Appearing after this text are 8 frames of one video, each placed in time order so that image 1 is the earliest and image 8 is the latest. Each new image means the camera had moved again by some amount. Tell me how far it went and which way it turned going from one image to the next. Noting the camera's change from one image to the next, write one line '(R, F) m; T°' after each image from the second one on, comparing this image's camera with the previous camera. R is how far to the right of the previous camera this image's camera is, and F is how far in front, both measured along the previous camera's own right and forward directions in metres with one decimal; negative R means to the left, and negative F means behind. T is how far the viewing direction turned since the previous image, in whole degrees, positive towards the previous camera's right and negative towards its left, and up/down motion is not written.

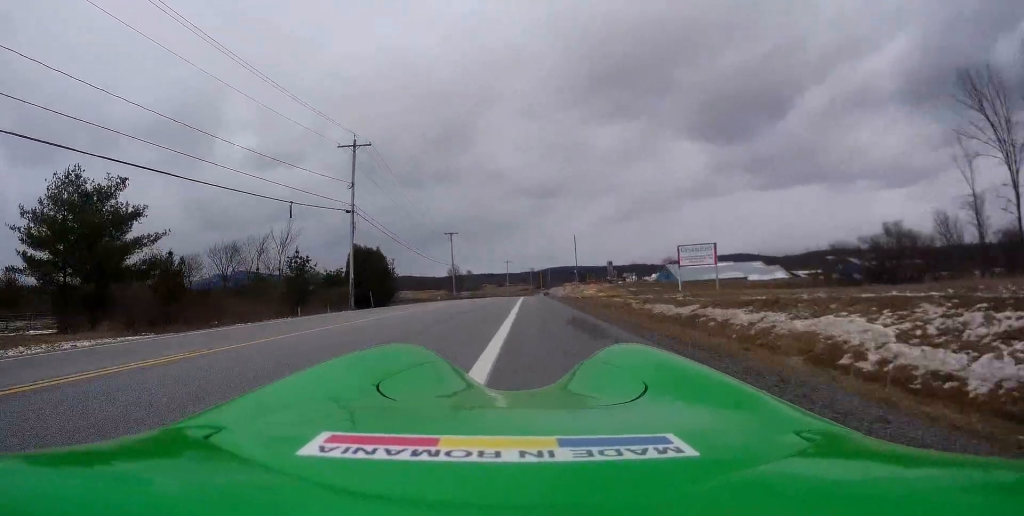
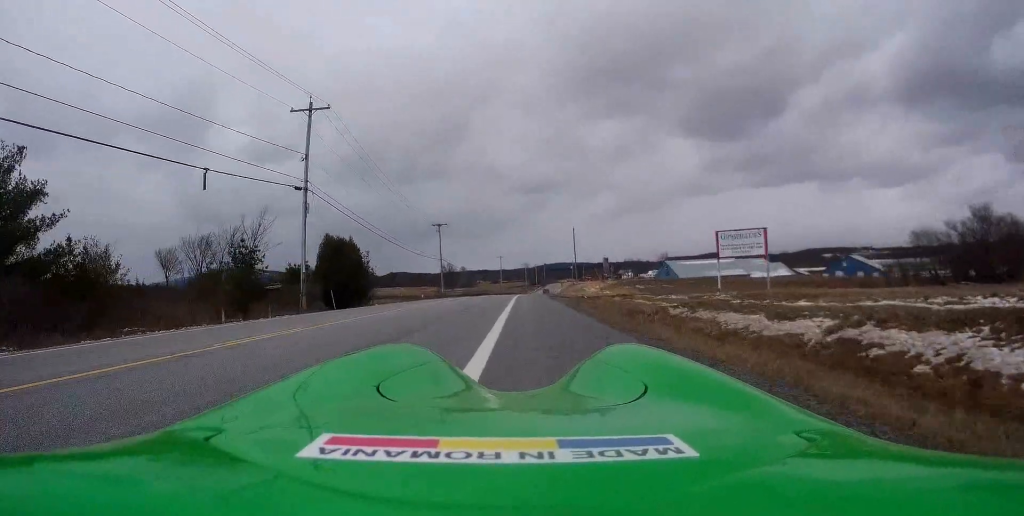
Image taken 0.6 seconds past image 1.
(+0.4, +8.2) m; -1°
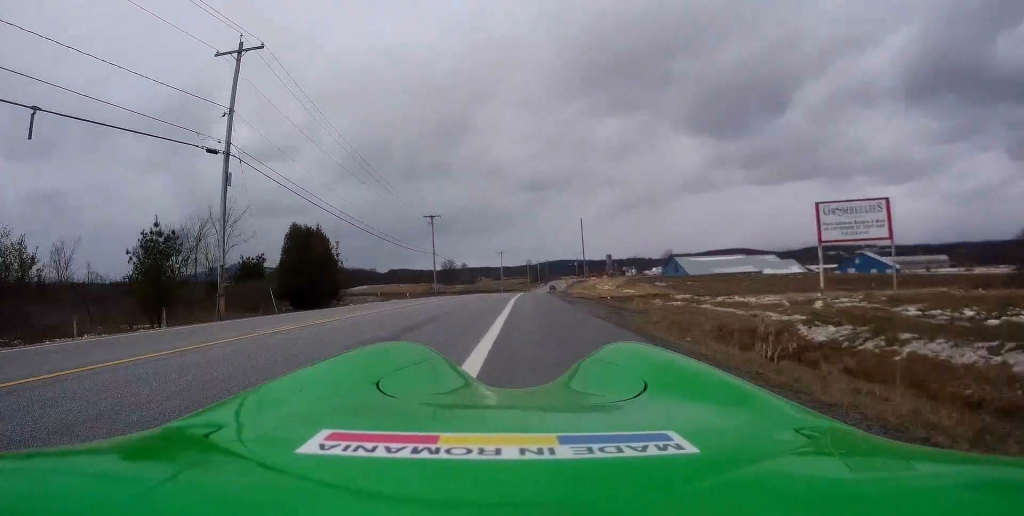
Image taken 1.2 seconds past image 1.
(-0.1, +9.4) m; -1°
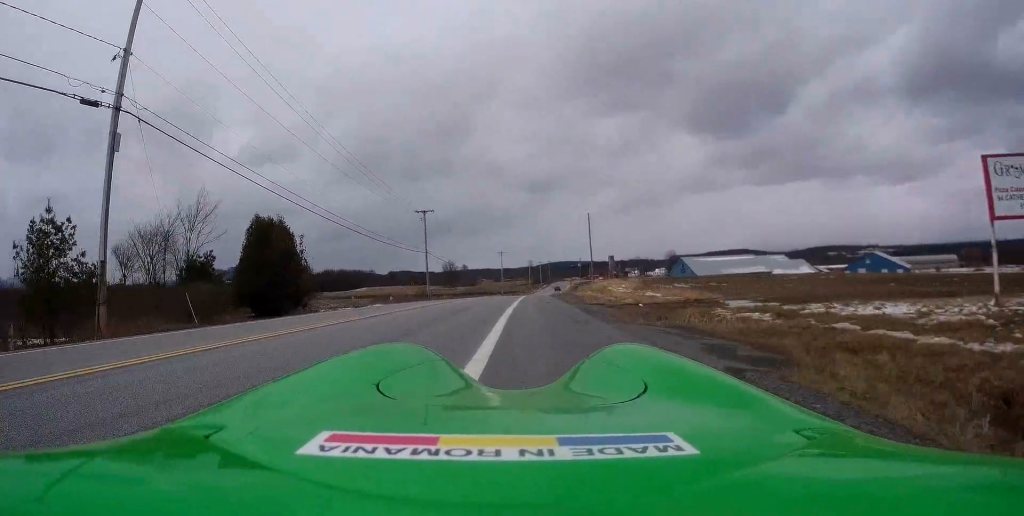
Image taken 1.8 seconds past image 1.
(-0.4, +7.7) m; -2°
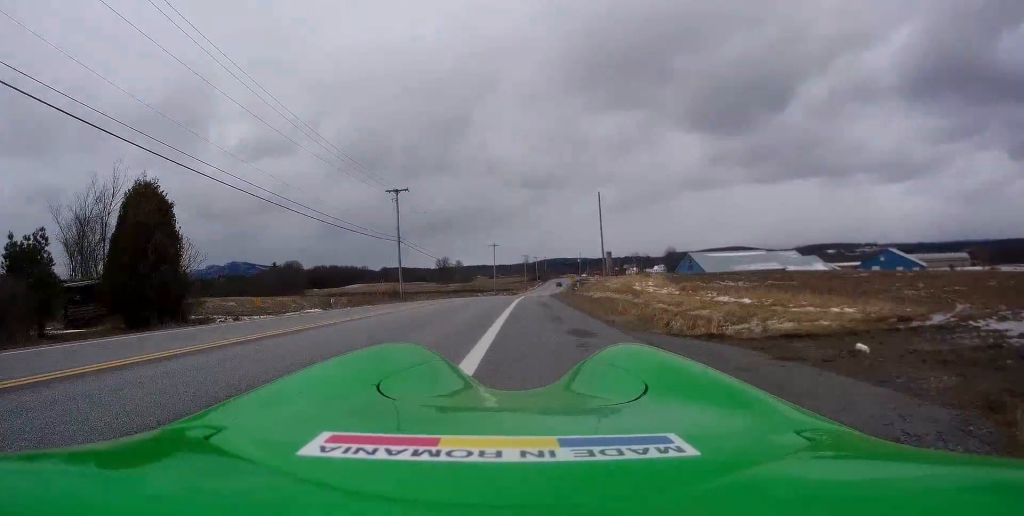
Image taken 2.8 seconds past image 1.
(+0.1, +14.4) m; +2°
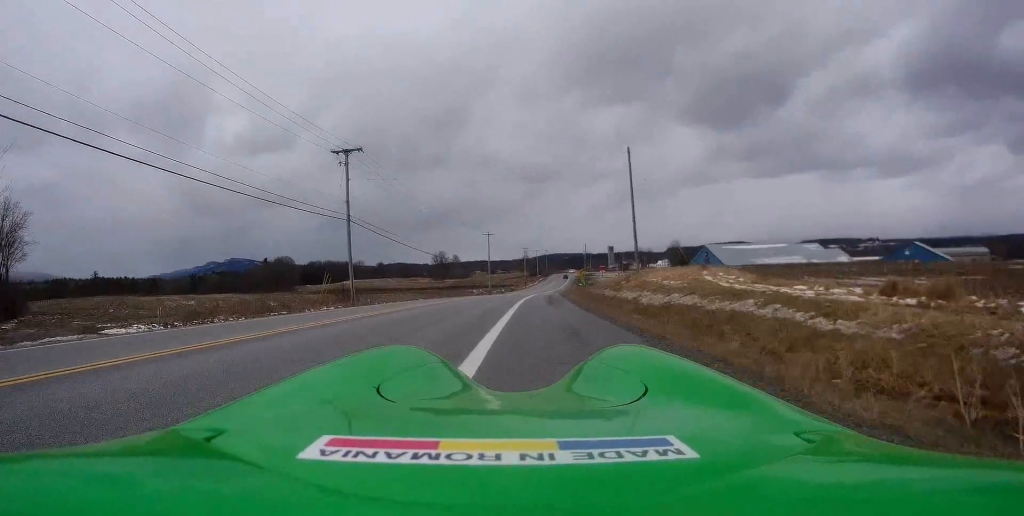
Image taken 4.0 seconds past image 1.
(+0.5, +17.4) m; +2°
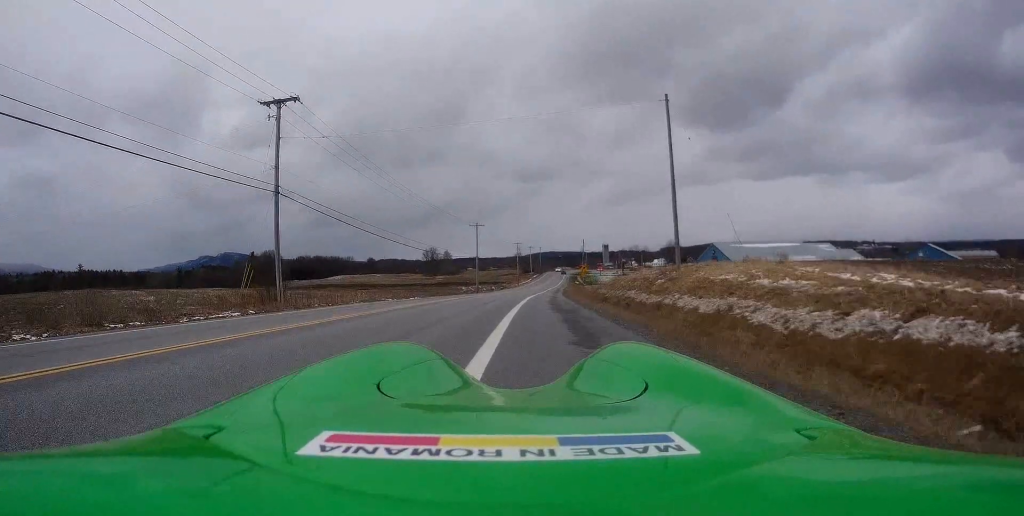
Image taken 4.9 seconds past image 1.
(0.0, +12.9) m; -1°
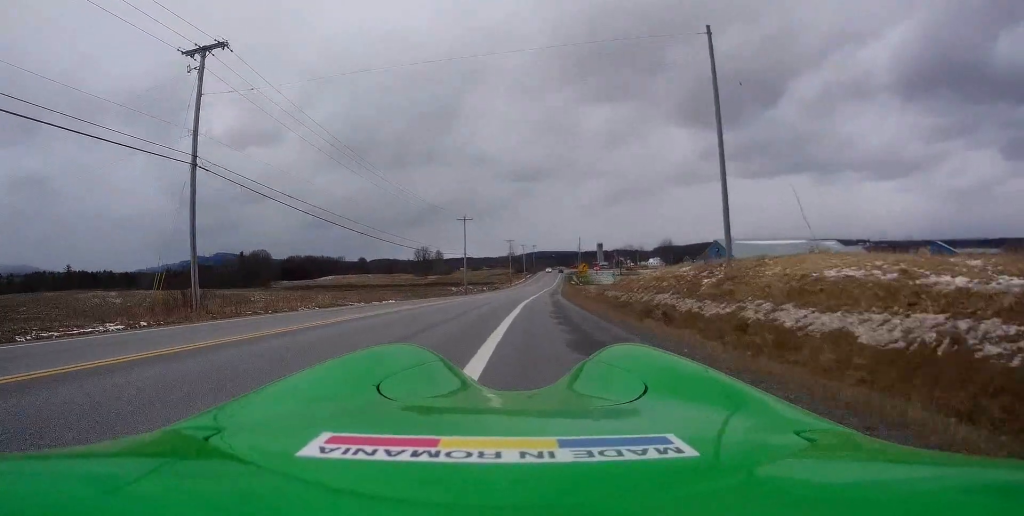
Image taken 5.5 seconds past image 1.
(-0.2, +8.8) m; +1°
